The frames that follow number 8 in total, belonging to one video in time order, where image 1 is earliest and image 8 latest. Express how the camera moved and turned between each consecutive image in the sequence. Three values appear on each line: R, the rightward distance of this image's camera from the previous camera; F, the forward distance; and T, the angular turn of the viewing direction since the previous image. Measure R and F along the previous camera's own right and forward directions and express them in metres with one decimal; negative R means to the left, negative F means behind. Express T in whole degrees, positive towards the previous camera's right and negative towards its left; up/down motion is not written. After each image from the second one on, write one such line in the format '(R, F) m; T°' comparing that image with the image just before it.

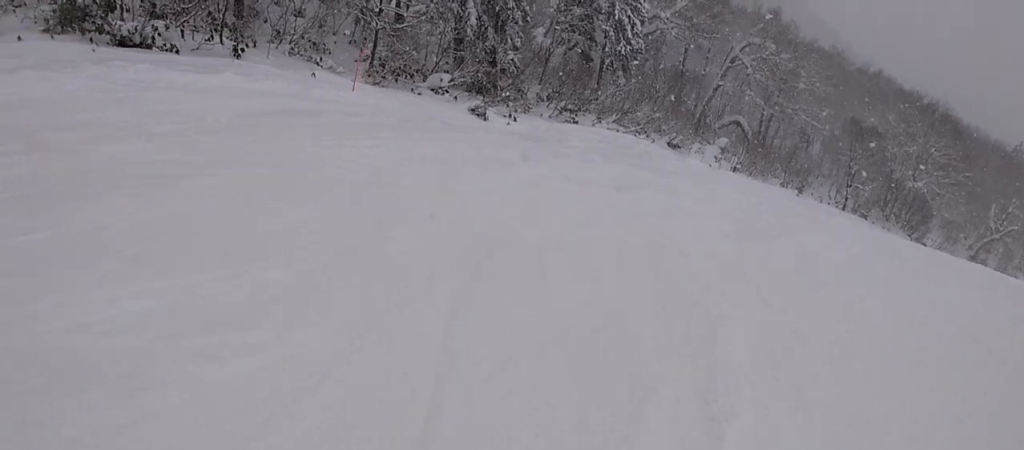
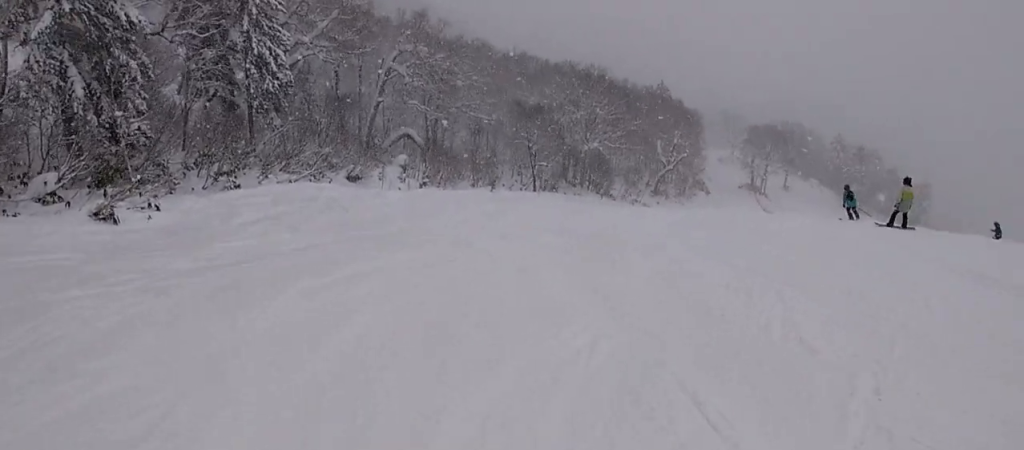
(+1.5, +5.5) m; +23°
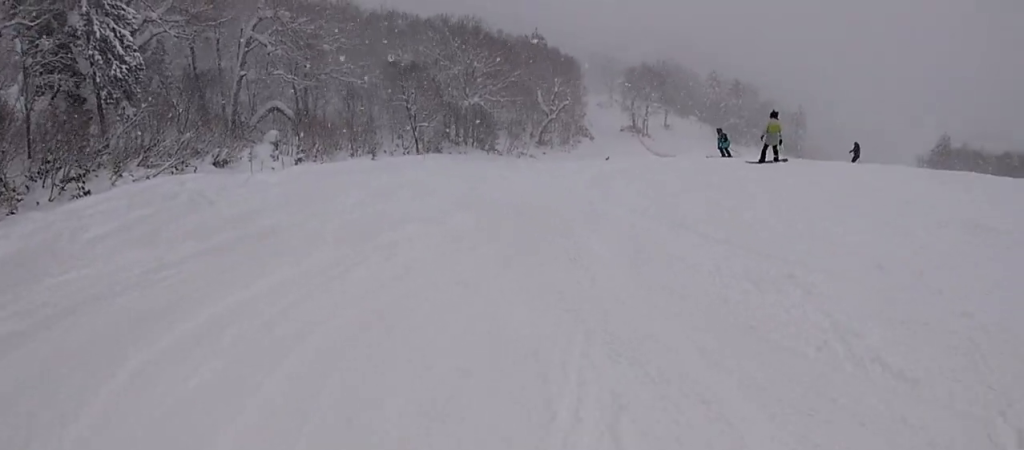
(0.0, +2.2) m; +7°
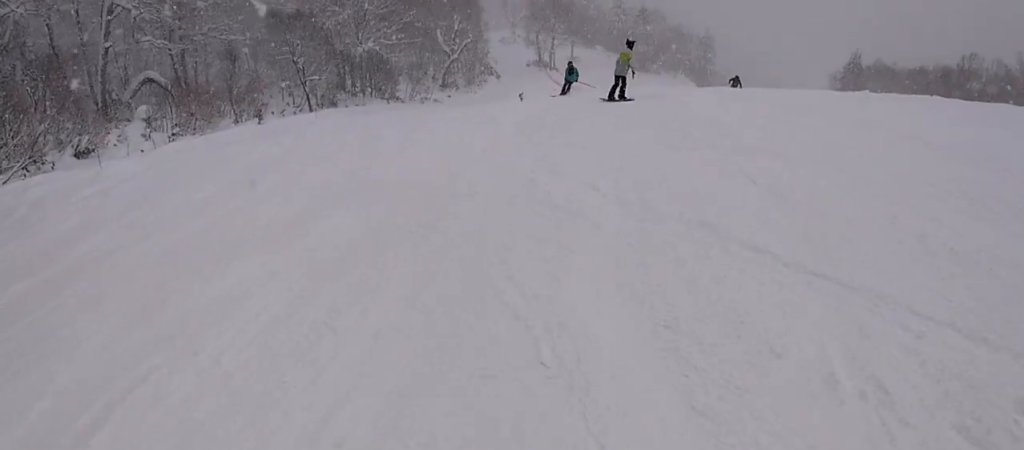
(+0.4, +3.6) m; +4°
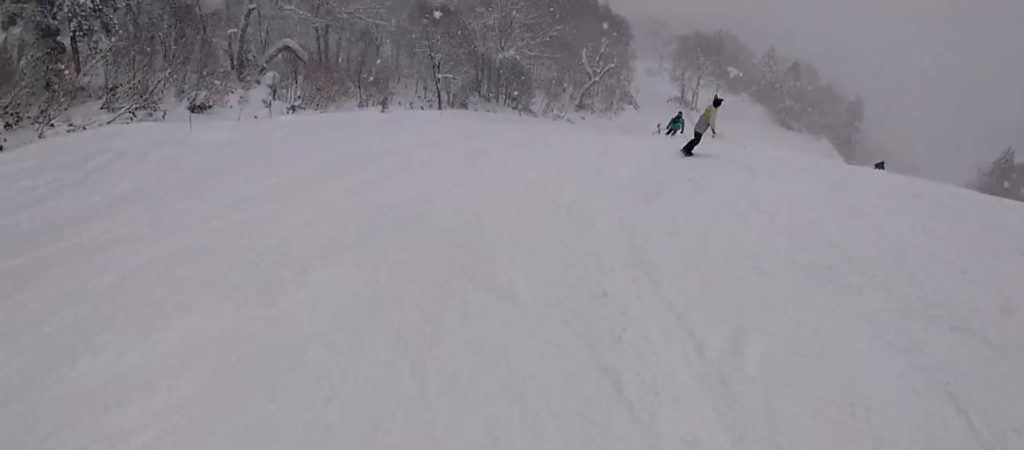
(+0.3, +2.3) m; 0°
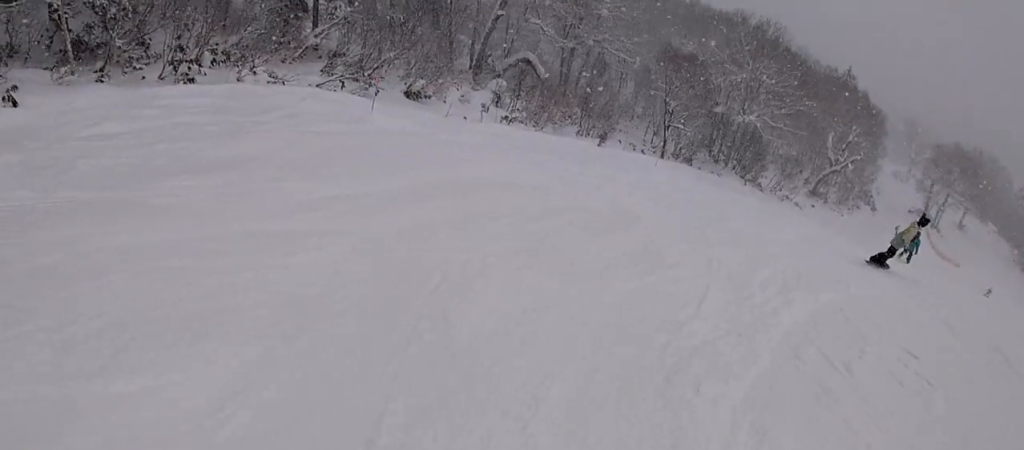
(-0.4, +2.7) m; -6°
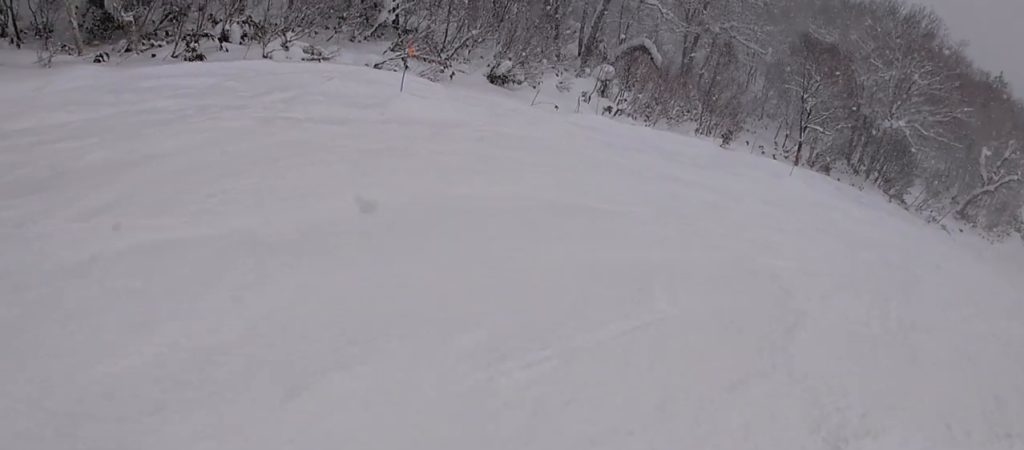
(-0.3, +4.9) m; -2°
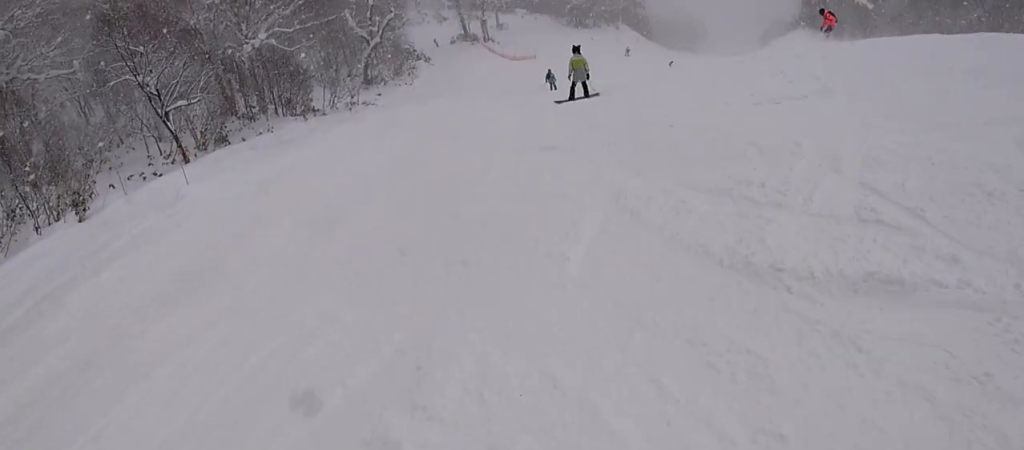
(+2.4, +9.8) m; +45°
